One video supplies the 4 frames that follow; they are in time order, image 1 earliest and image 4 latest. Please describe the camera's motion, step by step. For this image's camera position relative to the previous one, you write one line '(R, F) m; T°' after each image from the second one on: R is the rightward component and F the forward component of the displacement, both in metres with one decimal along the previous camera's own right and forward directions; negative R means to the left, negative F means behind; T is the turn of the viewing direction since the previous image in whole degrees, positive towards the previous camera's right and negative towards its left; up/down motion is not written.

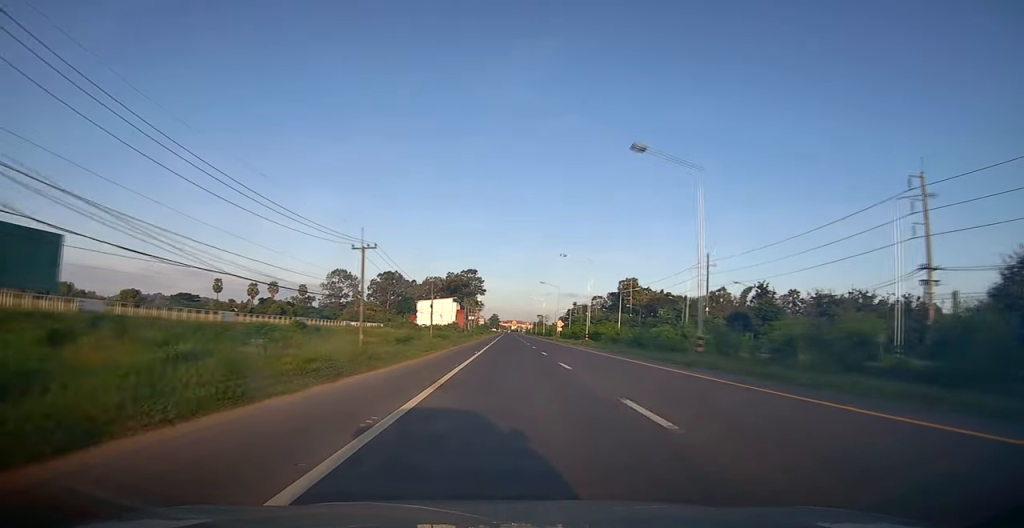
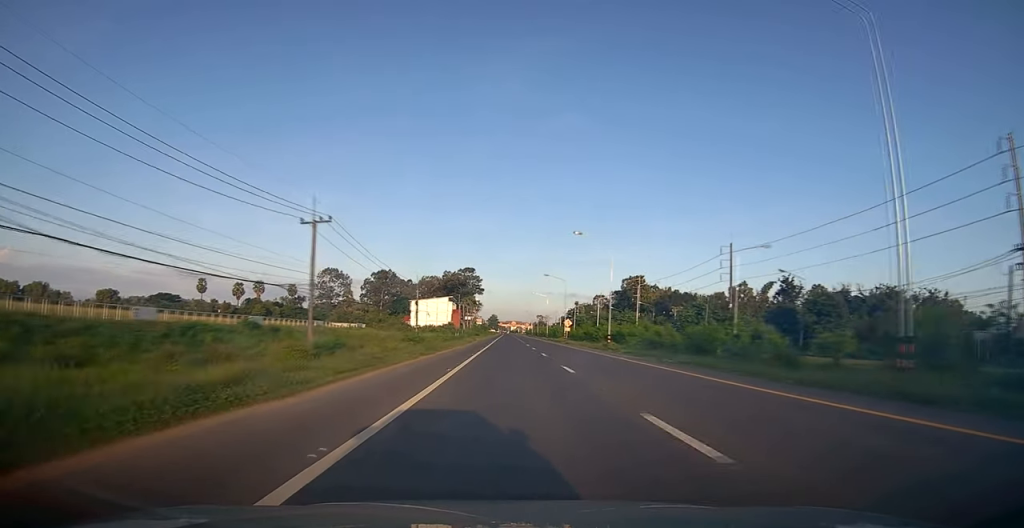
(-0.2, +13.7) m; 0°
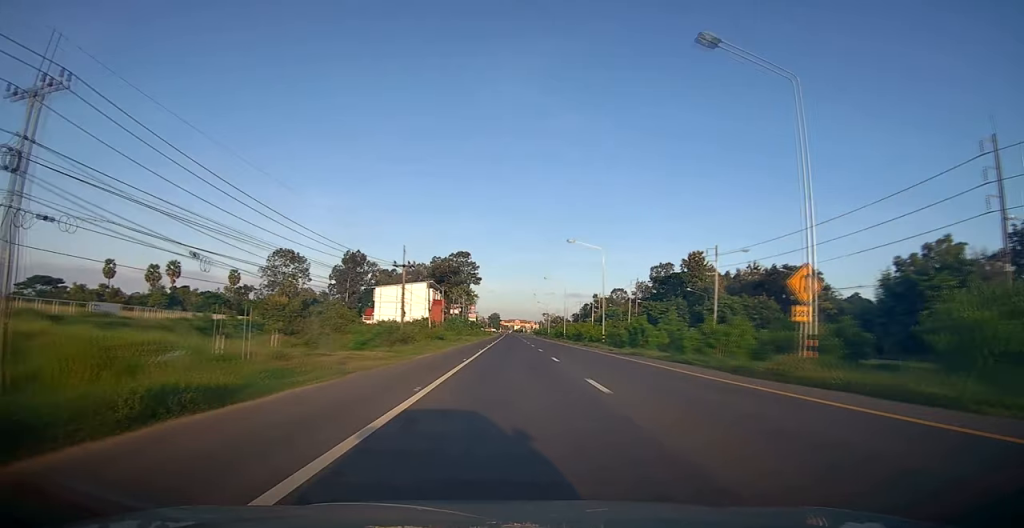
(-0.7, +65.3) m; 0°
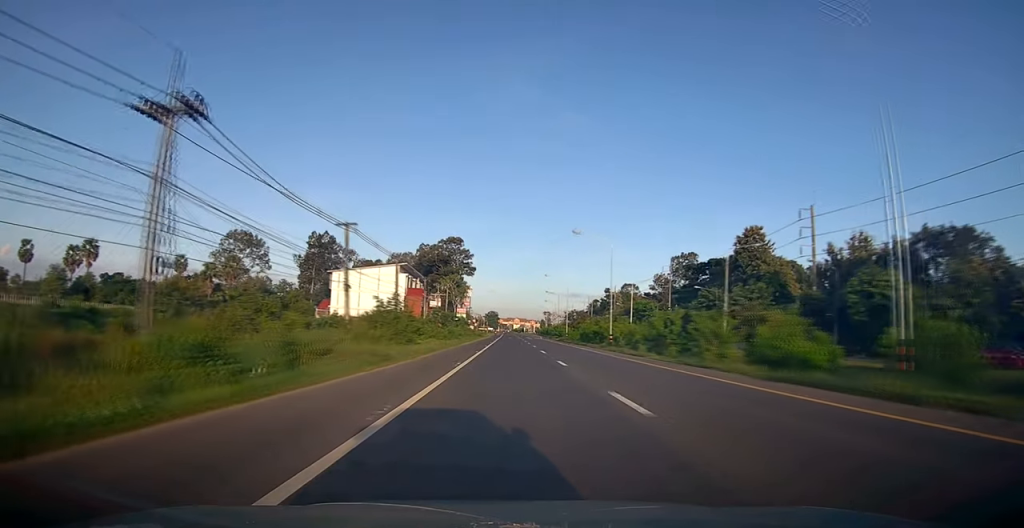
(-0.1, +39.0) m; 0°
